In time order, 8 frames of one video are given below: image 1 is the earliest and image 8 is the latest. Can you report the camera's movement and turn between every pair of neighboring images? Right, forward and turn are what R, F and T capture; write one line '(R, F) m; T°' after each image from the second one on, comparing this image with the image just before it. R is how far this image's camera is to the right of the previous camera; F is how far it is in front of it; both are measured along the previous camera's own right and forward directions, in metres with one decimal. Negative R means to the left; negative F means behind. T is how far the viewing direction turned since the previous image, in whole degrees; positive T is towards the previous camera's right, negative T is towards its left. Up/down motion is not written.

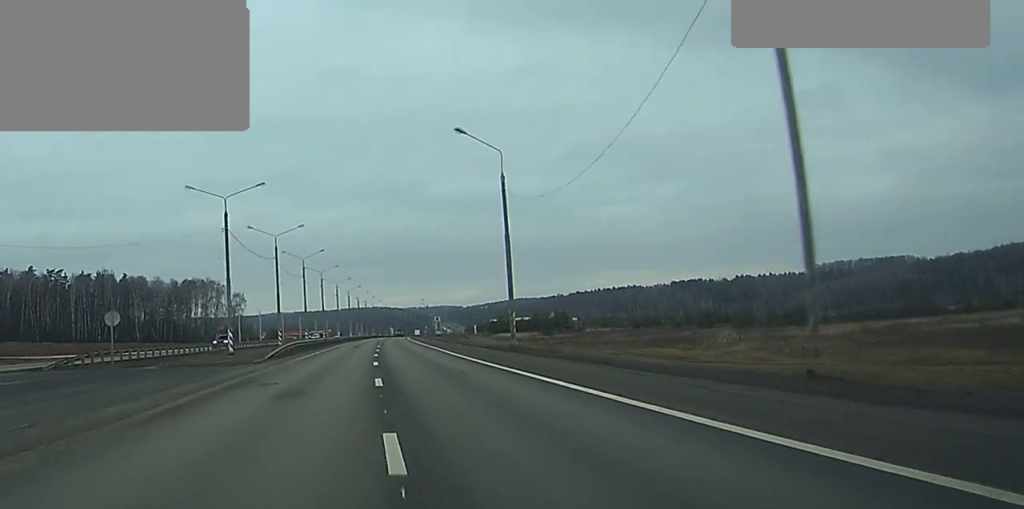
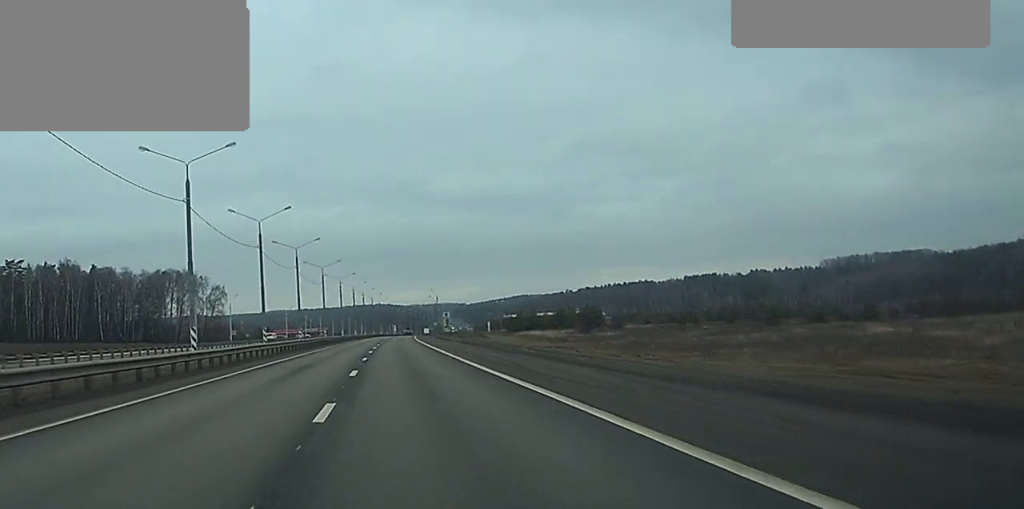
(+0.4, +43.1) m; +1°
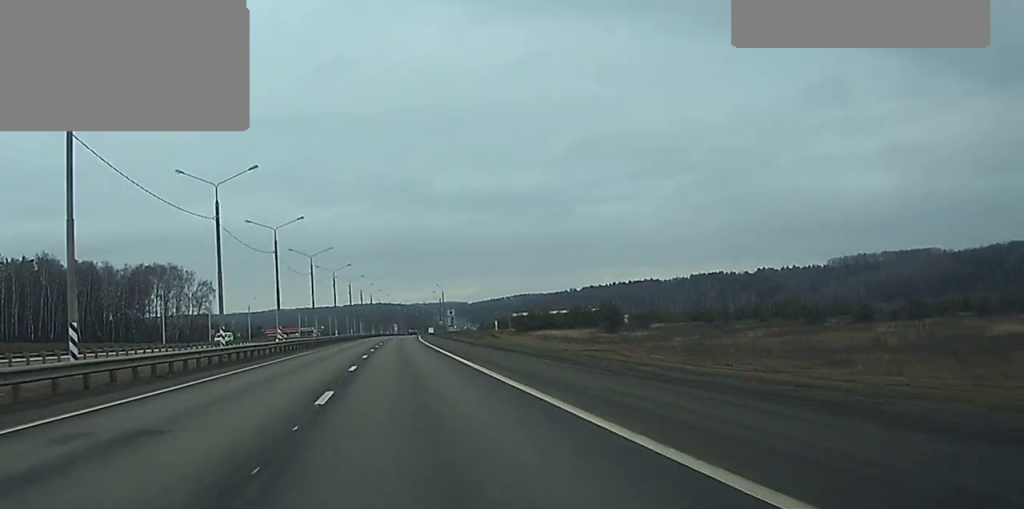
(0.0, +20.8) m; 0°
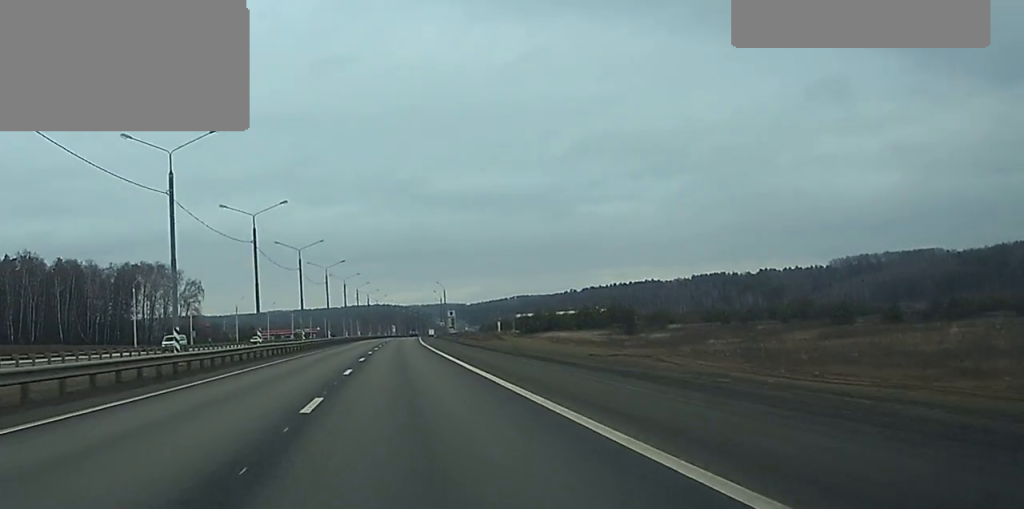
(0.0, +13.0) m; 0°
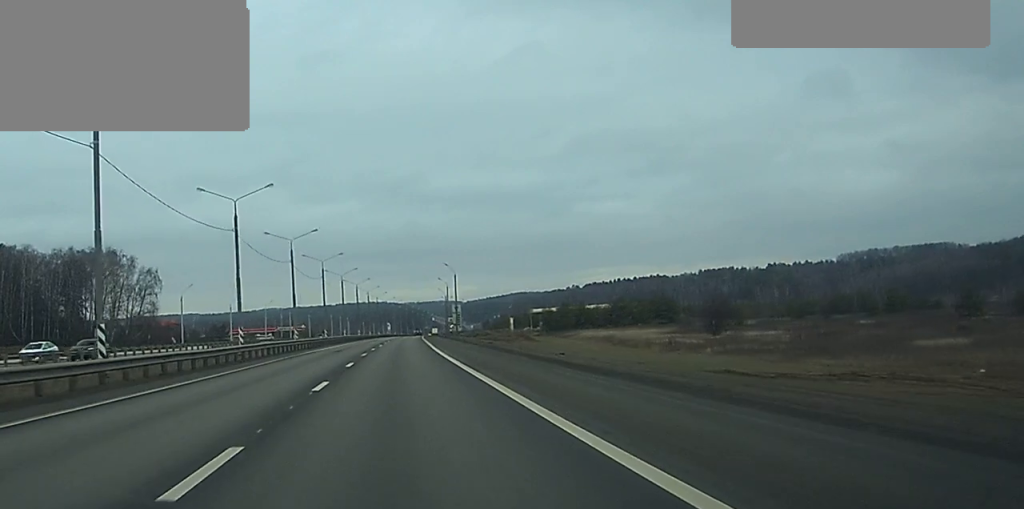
(-0.1, +42.6) m; 0°
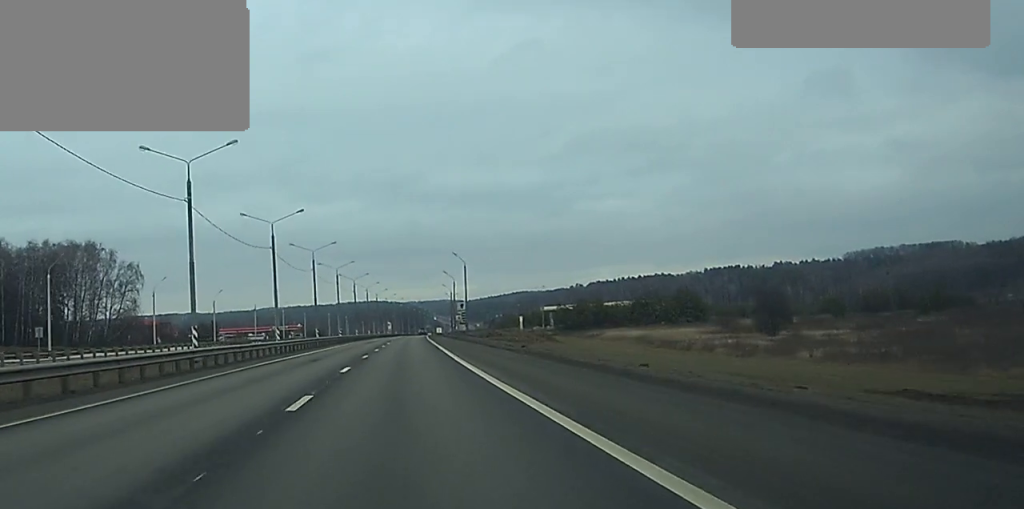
(0.0, +16.6) m; 0°
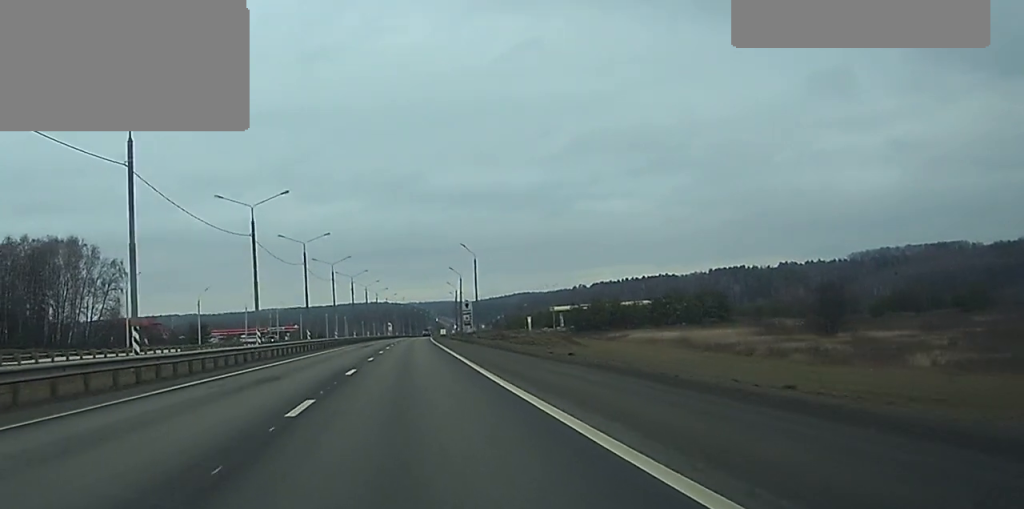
(0.0, +13.1) m; 0°
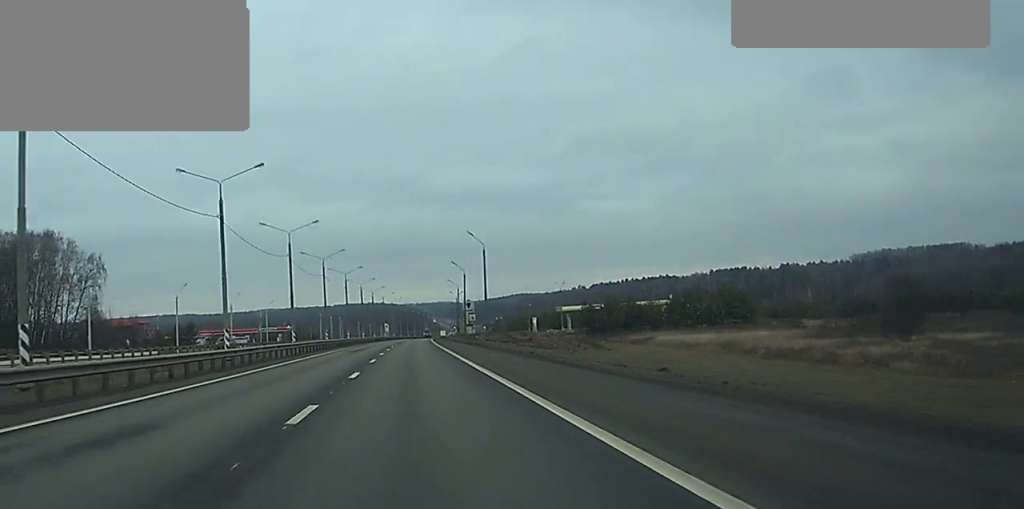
(0.0, +12.3) m; 0°
